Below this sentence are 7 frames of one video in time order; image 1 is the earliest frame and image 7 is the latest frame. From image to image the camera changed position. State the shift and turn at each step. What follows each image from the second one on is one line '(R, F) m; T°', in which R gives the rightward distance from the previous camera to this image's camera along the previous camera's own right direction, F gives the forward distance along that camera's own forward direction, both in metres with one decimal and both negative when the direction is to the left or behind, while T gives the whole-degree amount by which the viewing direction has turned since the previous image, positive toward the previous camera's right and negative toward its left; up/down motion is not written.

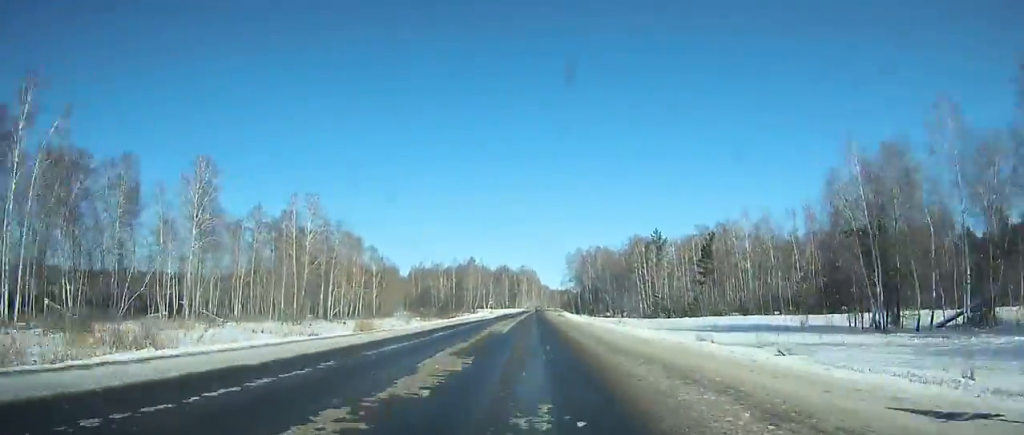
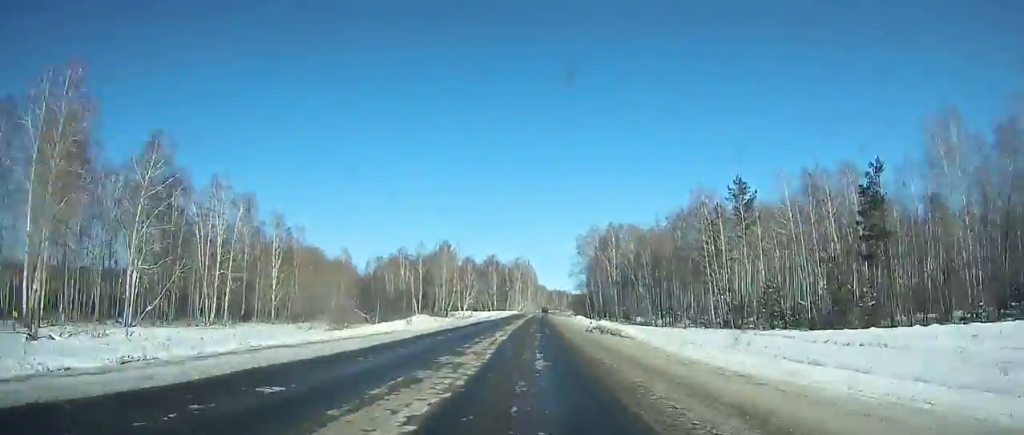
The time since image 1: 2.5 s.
(+0.4, +57.4) m; +1°
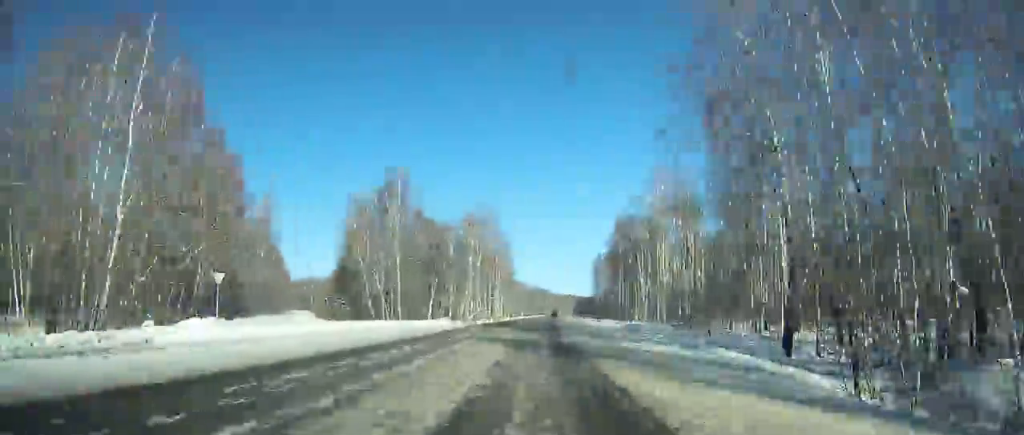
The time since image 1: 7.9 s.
(+1.7, +122.4) m; +2°
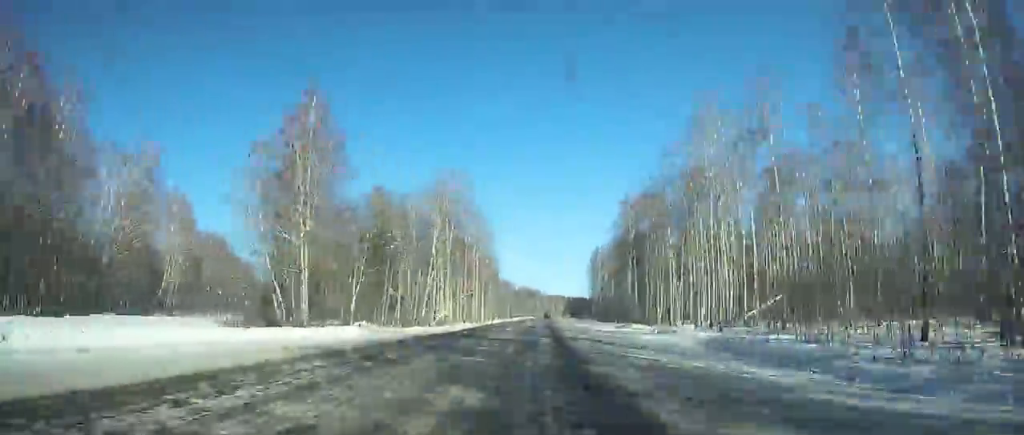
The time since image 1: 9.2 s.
(0.0, +29.2) m; +1°
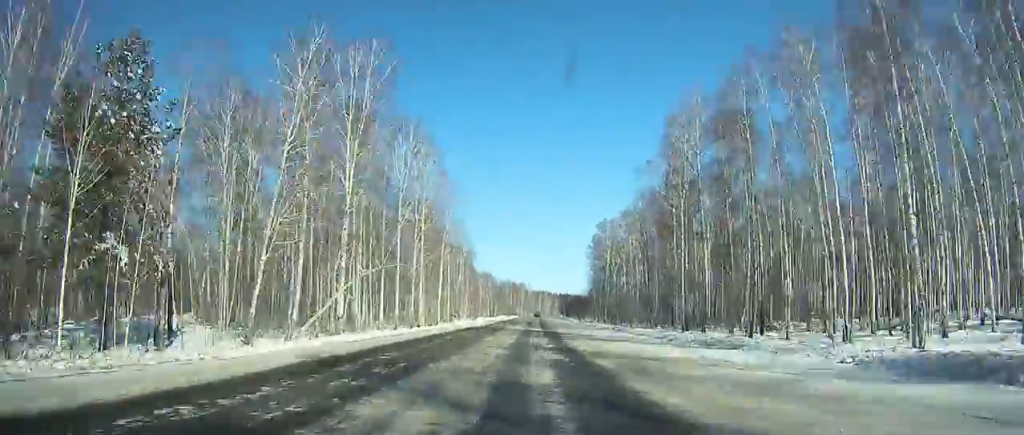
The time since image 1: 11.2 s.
(+0.5, +44.5) m; +1°
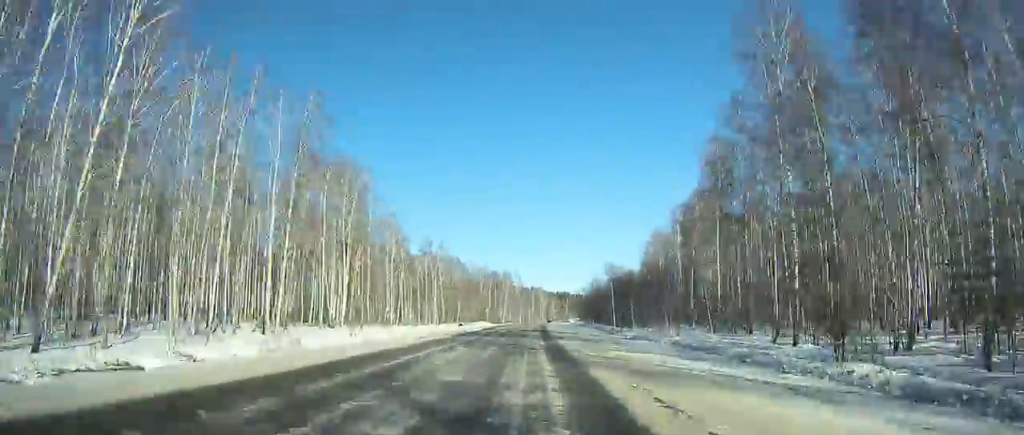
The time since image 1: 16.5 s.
(+2.2, +117.0) m; +2°
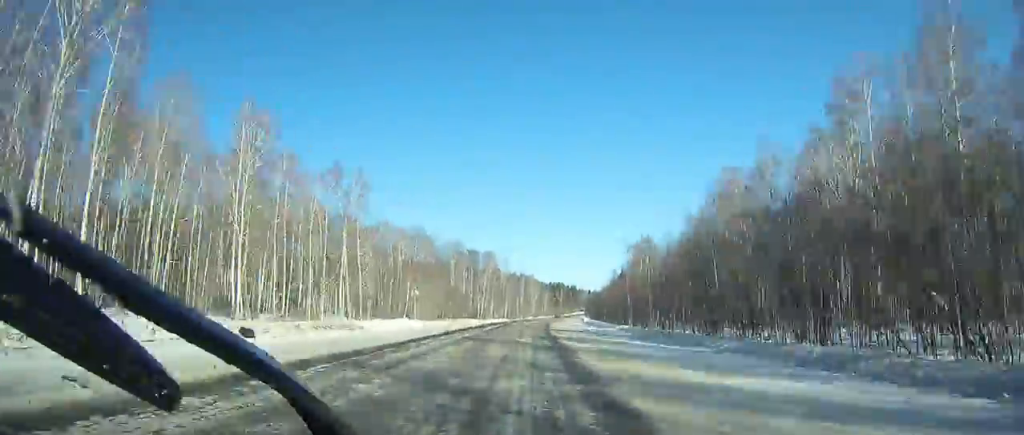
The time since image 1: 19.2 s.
(+0.3, +59.3) m; +1°
